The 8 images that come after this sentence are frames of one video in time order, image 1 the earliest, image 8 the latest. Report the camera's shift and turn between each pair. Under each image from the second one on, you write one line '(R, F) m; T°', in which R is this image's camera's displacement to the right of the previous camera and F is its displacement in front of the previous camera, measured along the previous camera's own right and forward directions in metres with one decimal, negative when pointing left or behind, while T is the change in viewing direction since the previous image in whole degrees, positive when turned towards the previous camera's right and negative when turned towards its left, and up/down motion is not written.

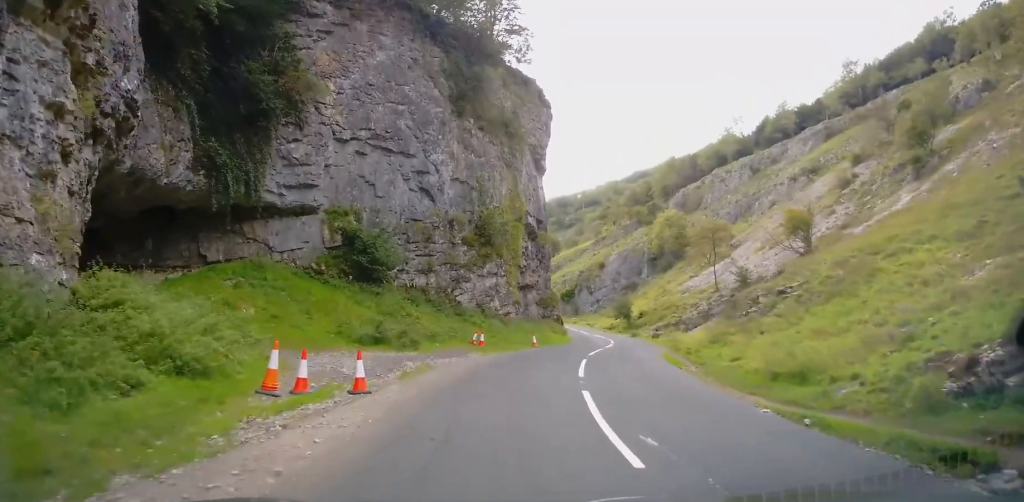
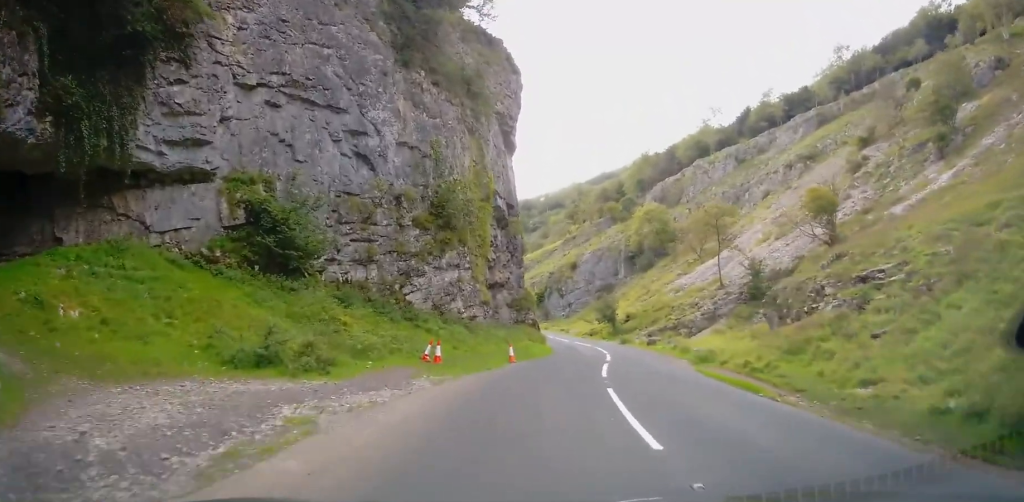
(+0.1, +8.6) m; 0°
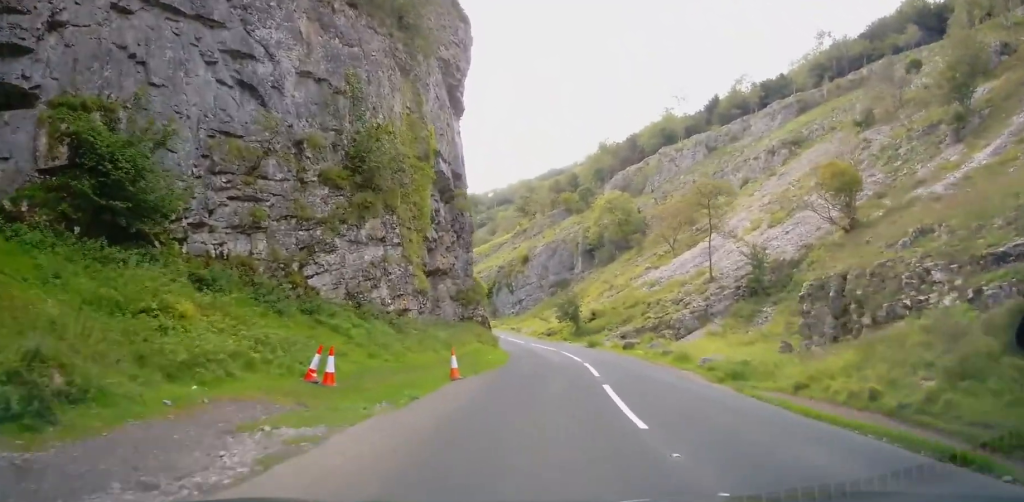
(0.0, +8.3) m; +5°
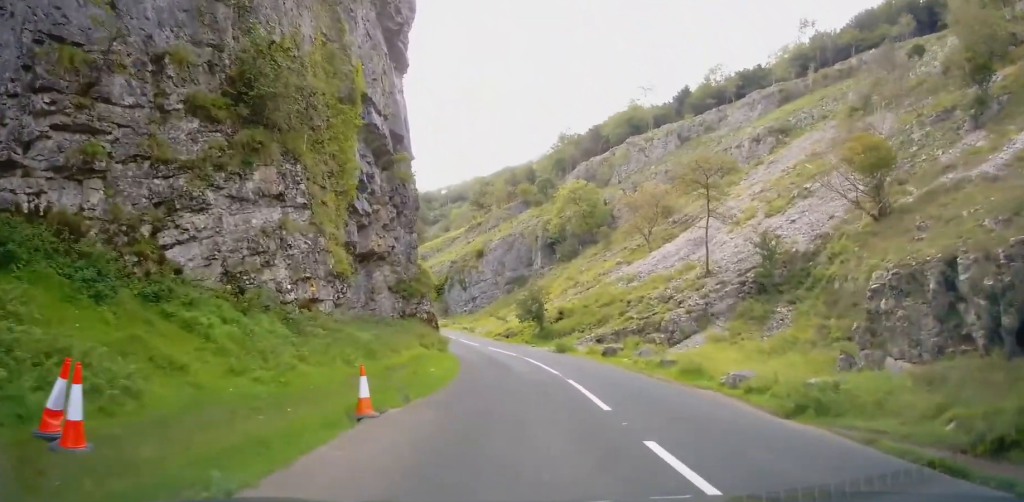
(+0.5, +7.0) m; +5°
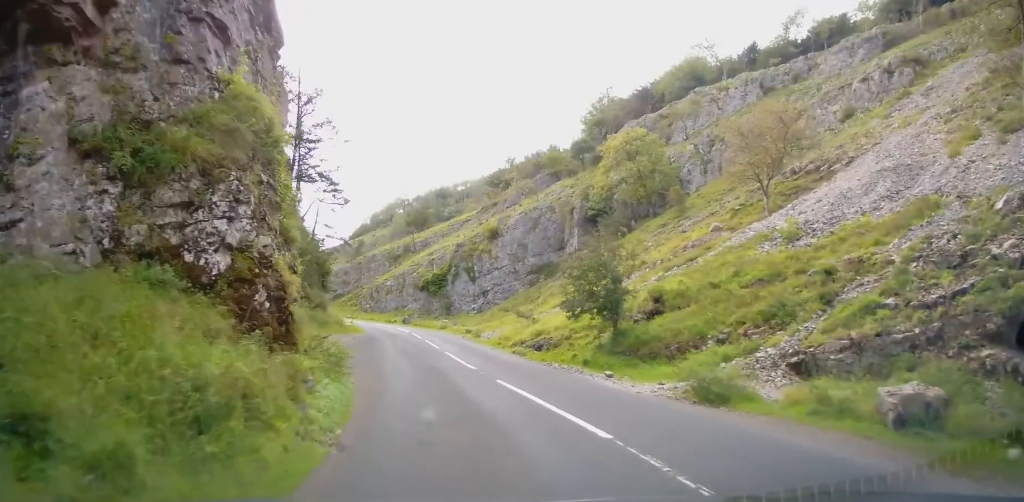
(+0.4, +21.6) m; -4°
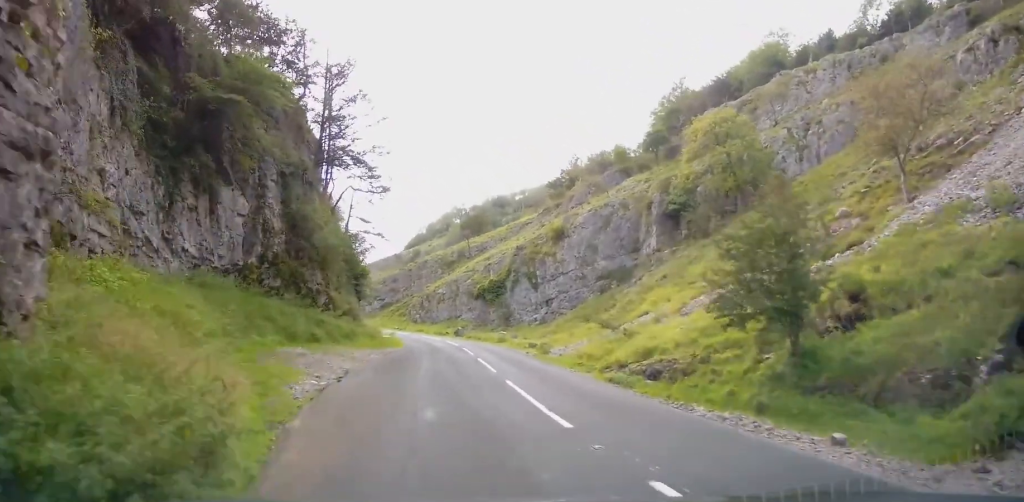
(-0.4, +8.0) m; -3°
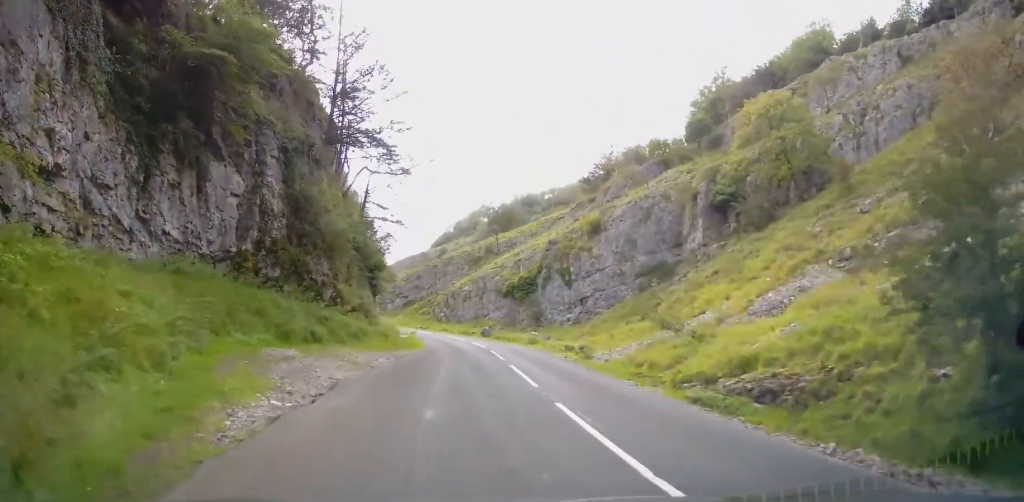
(-0.1, +4.4) m; -1°
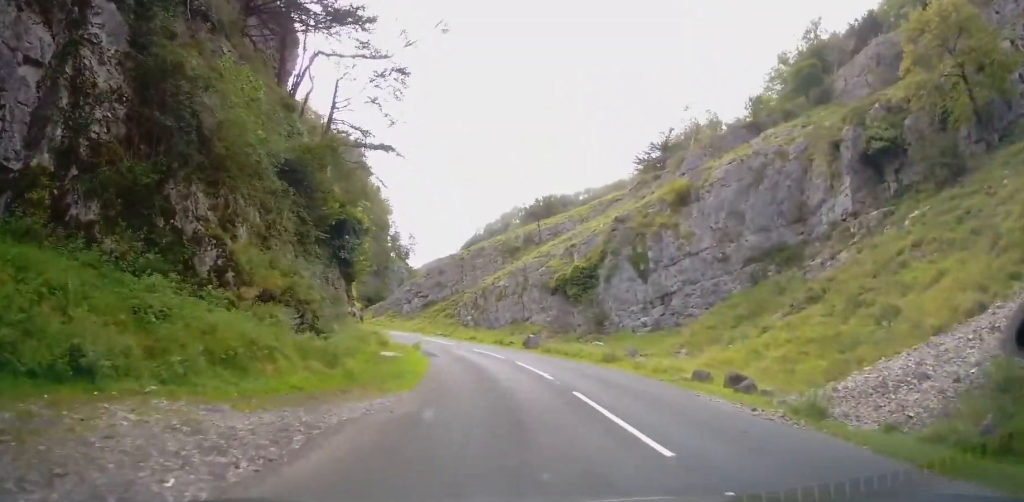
(0.0, +15.7) m; -2°
